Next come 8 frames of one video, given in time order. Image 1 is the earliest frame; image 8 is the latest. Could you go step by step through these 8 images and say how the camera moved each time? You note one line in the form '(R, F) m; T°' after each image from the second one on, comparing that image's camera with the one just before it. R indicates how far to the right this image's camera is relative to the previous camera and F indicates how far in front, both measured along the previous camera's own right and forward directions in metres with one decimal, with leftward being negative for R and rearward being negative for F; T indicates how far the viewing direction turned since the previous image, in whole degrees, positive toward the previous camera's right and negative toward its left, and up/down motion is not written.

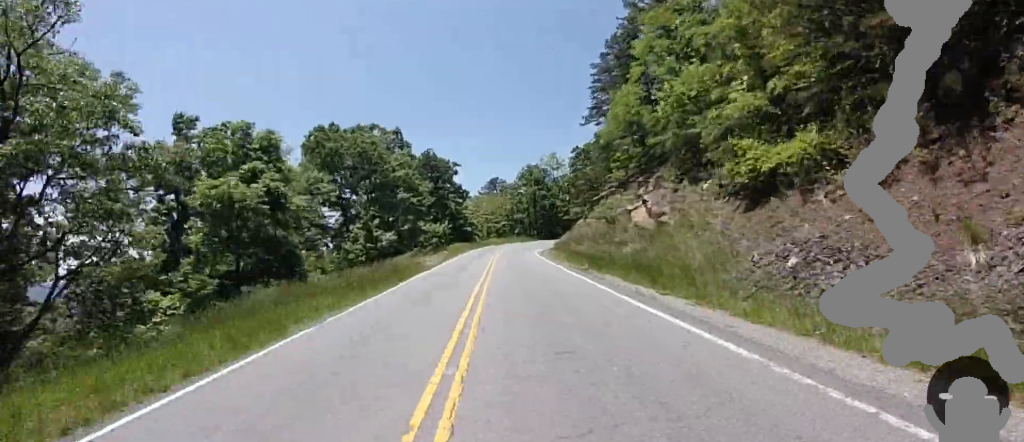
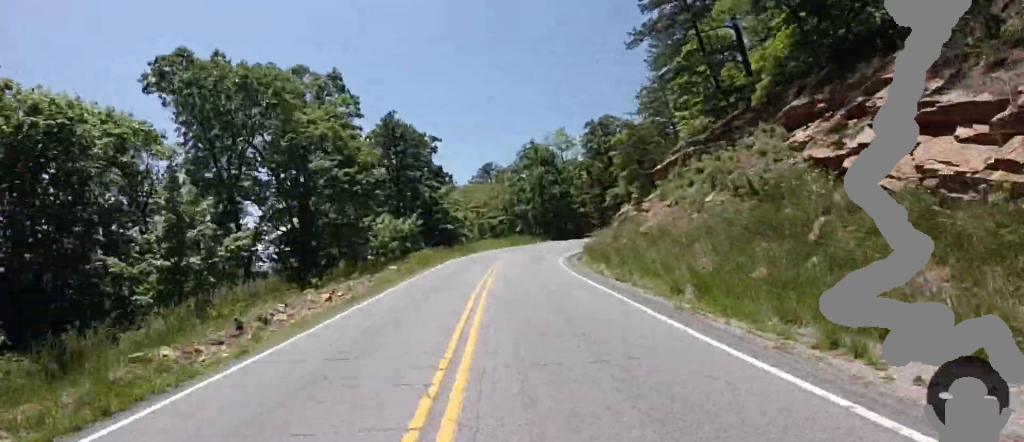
(+0.7, +15.5) m; +6°
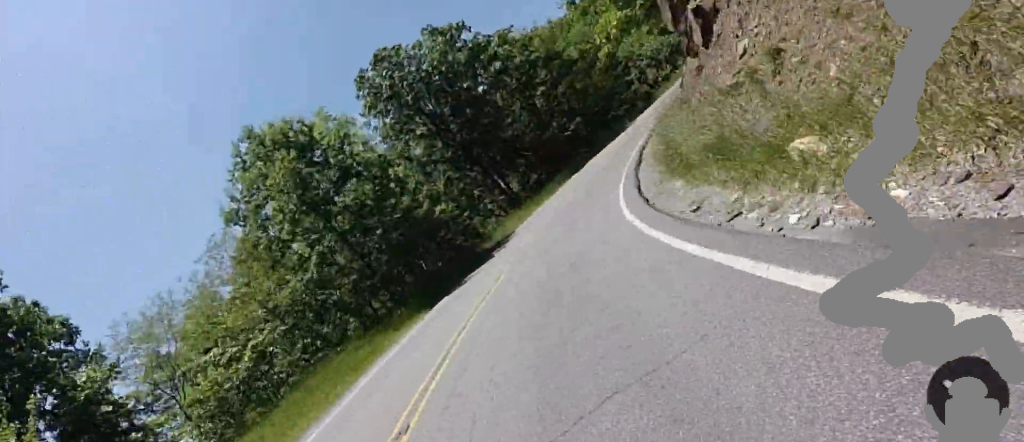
(+4.5, +30.4) m; +35°
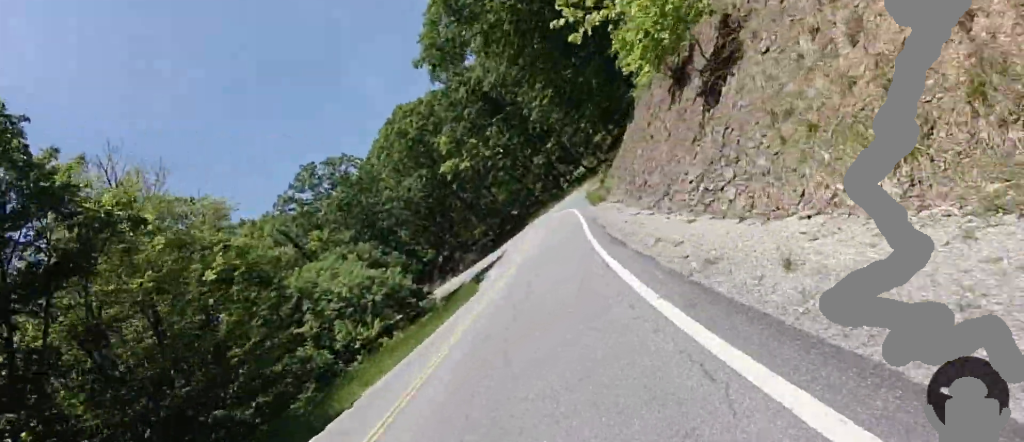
(+11.0, +28.2) m; +26°
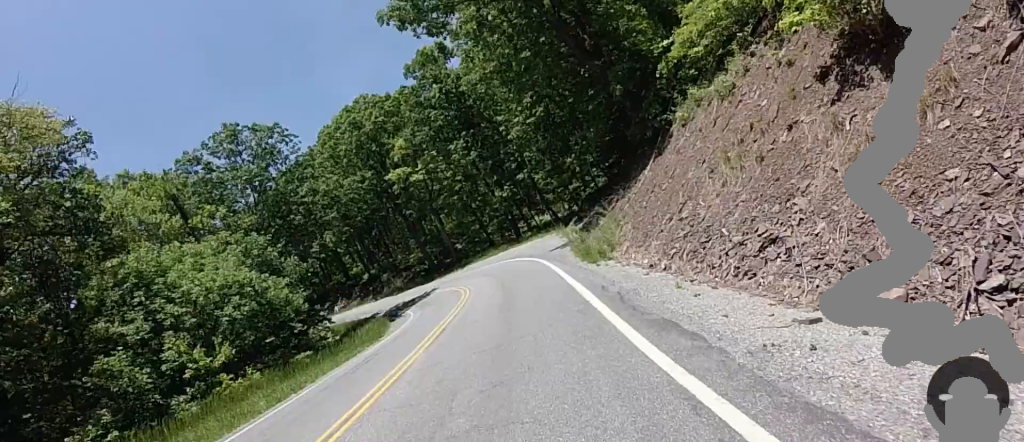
(+0.3, +8.5) m; 0°
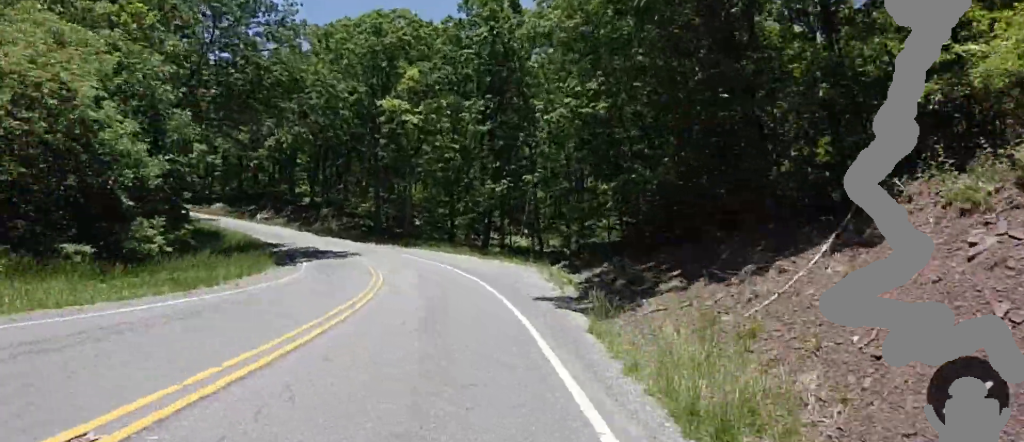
(+0.7, +9.3) m; -1°
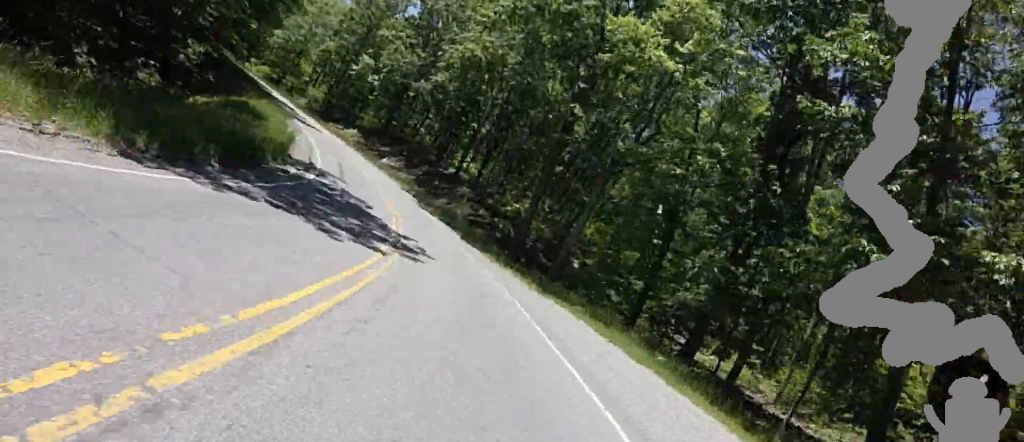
(-1.7, +19.9) m; -18°
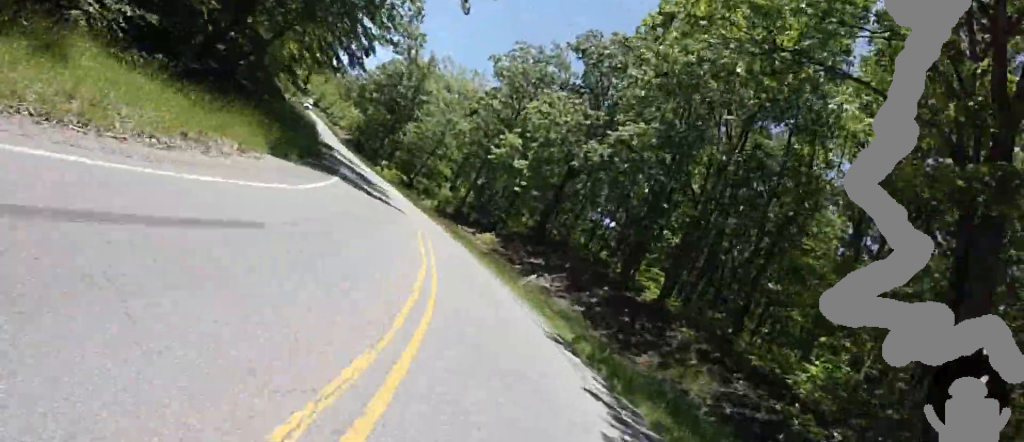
(-4.7, +21.3) m; -29°
